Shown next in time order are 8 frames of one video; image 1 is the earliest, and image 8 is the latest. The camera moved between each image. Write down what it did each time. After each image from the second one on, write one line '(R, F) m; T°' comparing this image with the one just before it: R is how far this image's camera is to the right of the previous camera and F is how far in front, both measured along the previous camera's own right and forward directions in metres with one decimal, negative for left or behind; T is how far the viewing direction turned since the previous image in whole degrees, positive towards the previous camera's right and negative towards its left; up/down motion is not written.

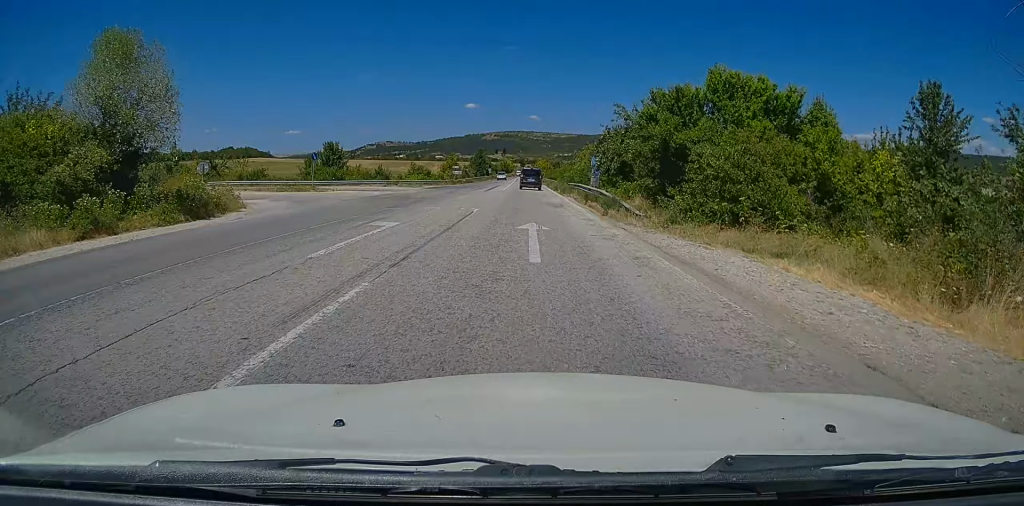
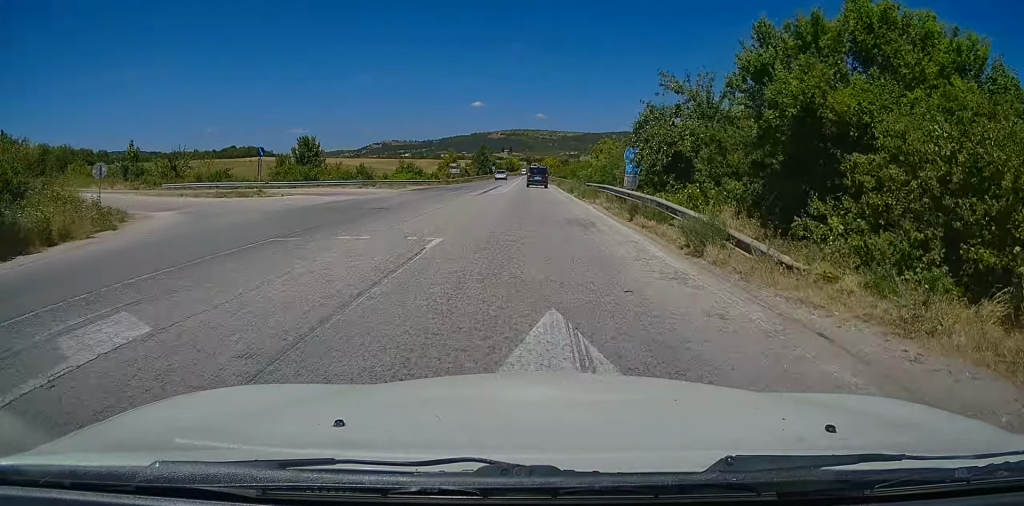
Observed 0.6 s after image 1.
(0.0, +9.9) m; -1°
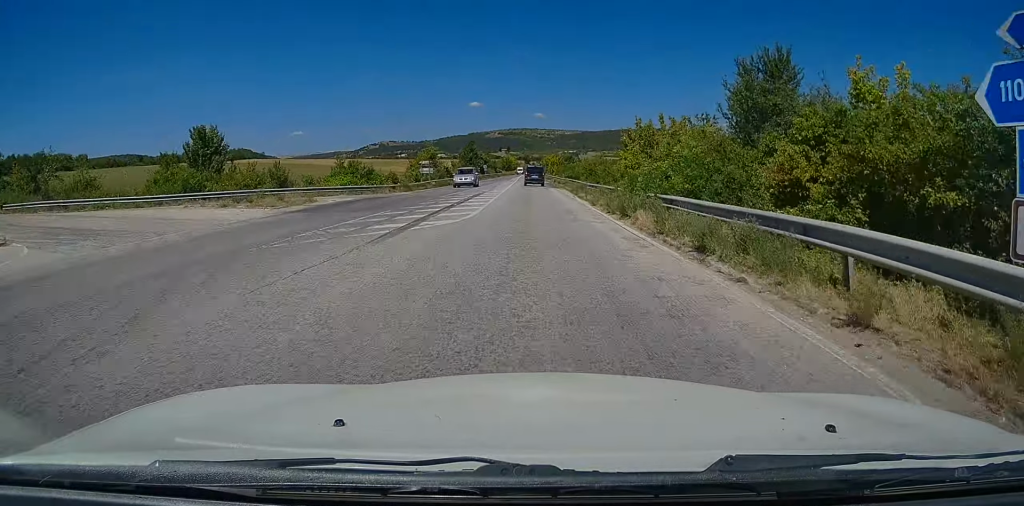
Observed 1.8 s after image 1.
(-0.3, +20.5) m; -1°
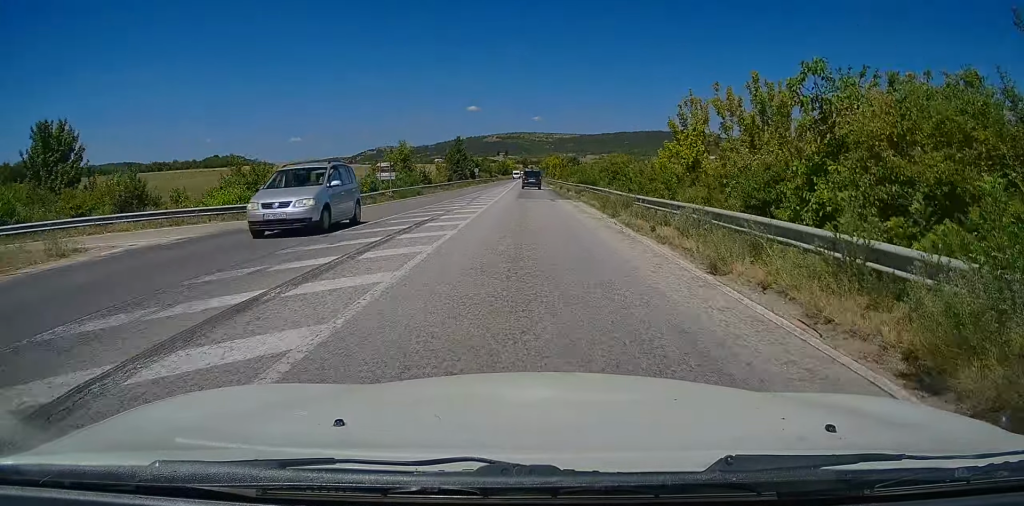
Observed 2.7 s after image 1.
(+0.1, +15.9) m; 0°
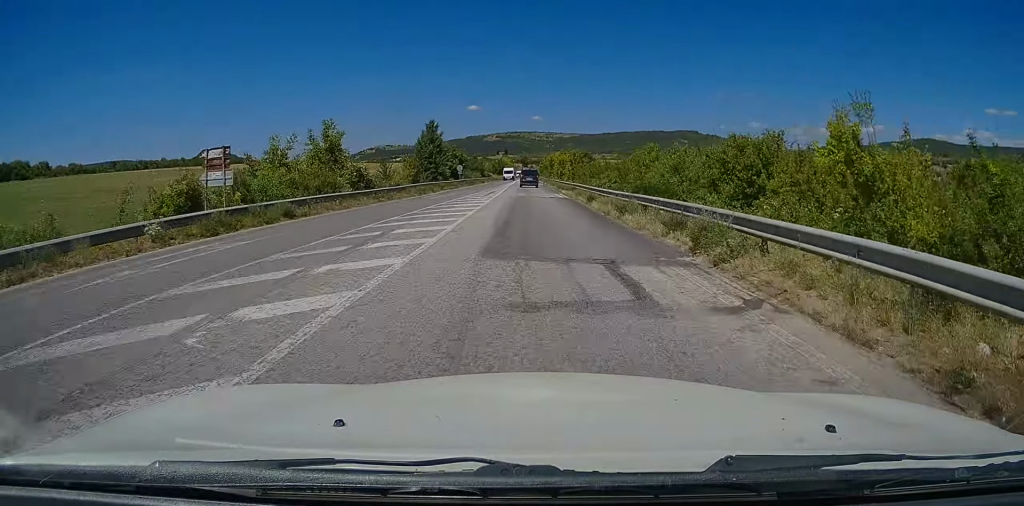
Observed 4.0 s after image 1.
(0.0, +24.1) m; 0°
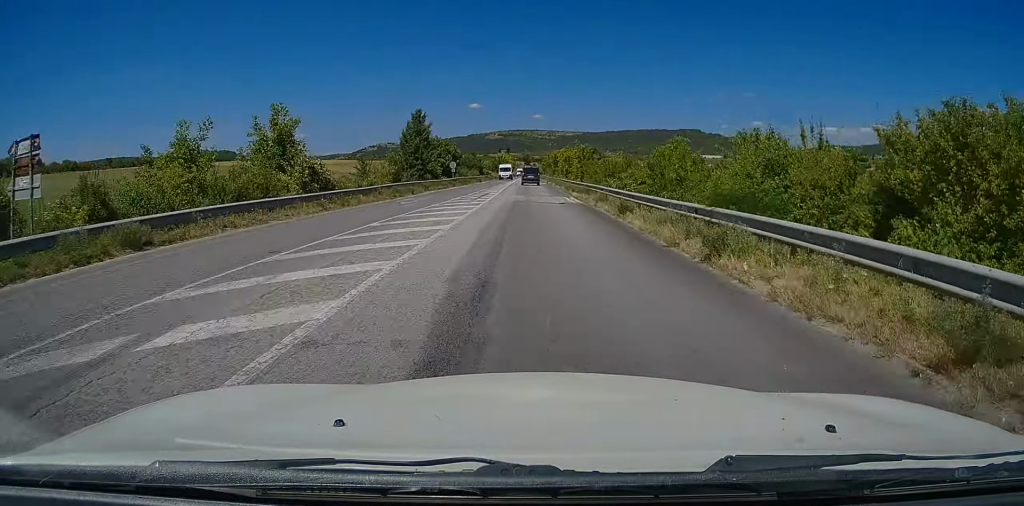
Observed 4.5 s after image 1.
(0.0, +8.9) m; 0°
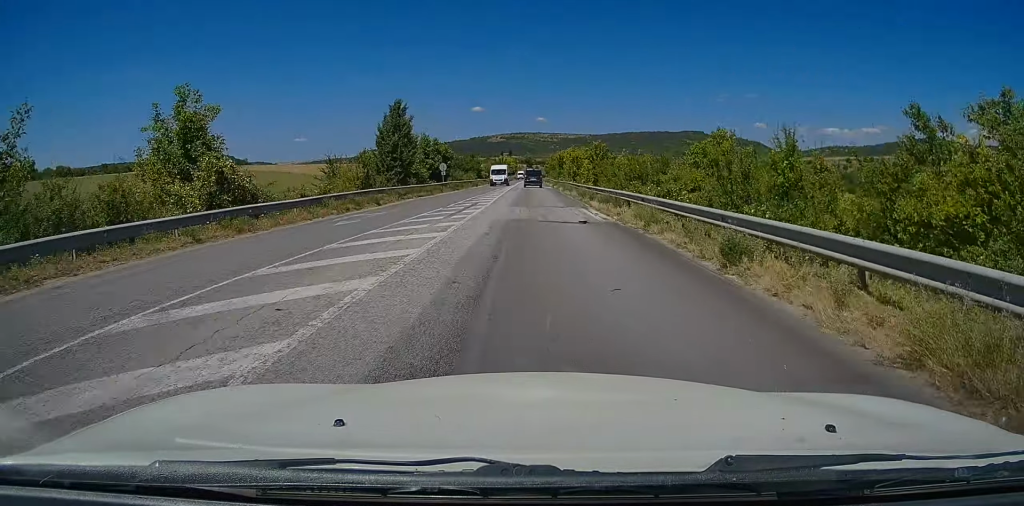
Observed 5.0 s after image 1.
(0.0, +9.8) m; 0°
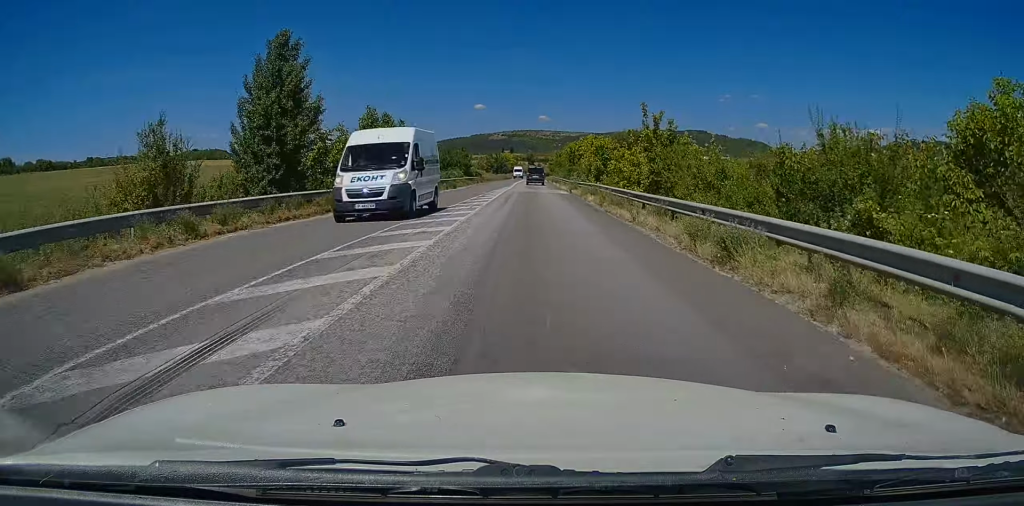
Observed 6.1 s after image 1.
(0.0, +22.7) m; 0°
